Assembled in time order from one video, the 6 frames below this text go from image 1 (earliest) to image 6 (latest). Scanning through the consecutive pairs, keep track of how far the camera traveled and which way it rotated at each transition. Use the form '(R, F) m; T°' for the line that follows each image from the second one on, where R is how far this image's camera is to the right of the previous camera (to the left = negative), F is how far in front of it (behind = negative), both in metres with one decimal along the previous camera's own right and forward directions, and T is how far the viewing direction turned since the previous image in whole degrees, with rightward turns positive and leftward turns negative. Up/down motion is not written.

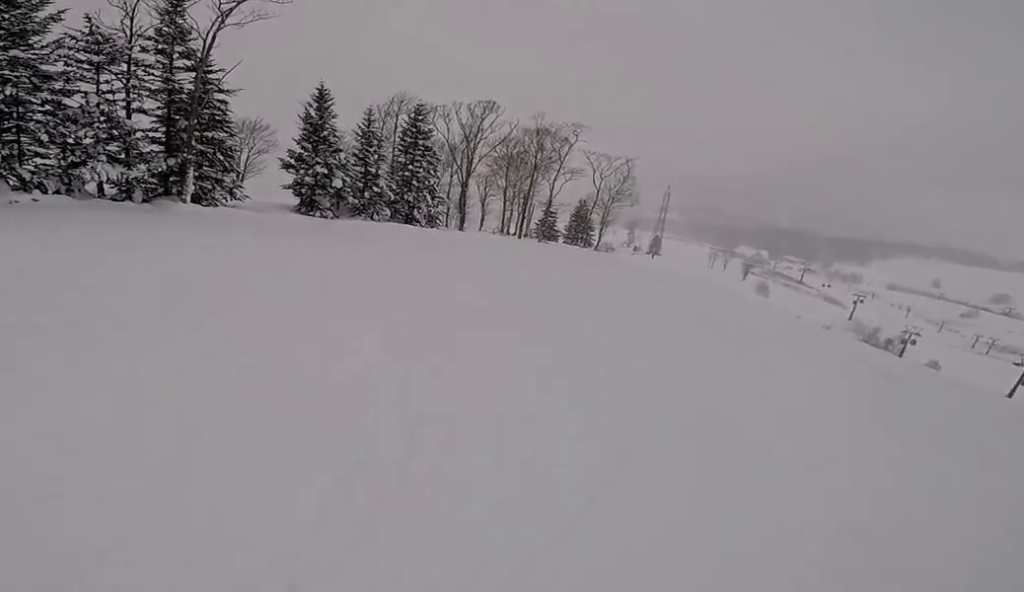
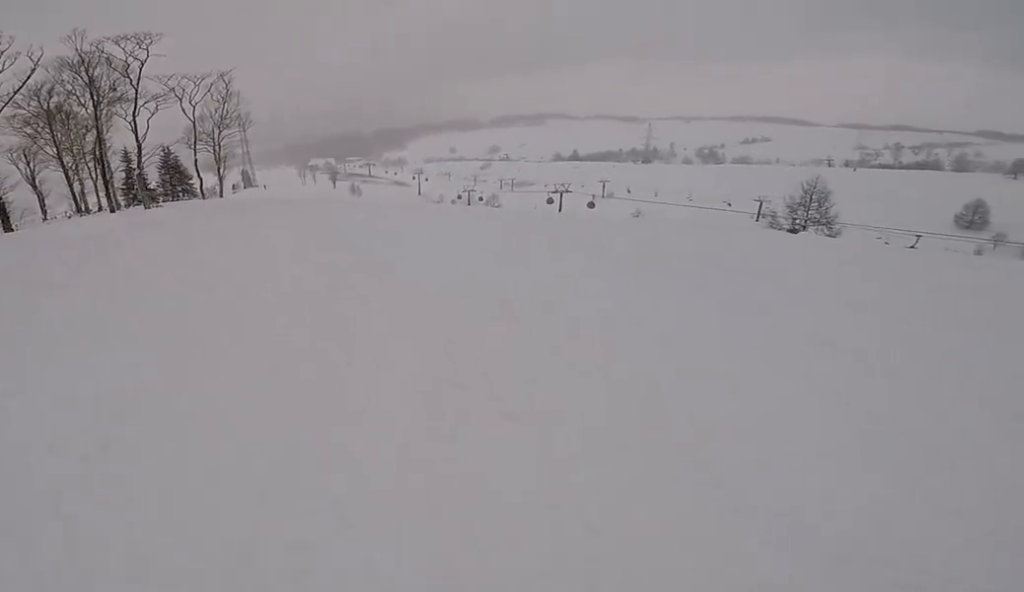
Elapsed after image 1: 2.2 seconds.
(+3.7, +14.6) m; +19°
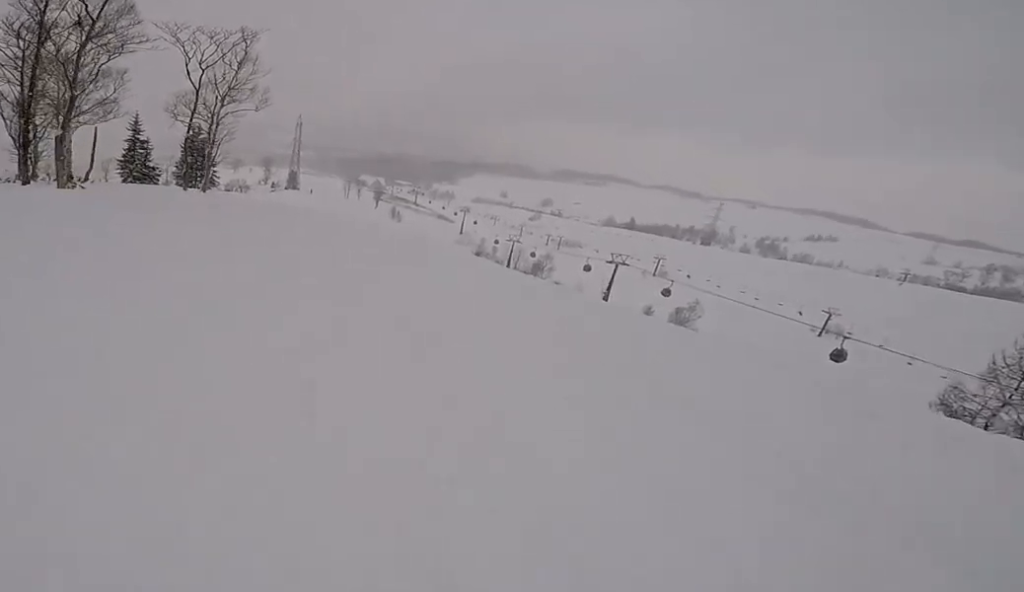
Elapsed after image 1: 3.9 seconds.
(-0.7, +11.4) m; -10°
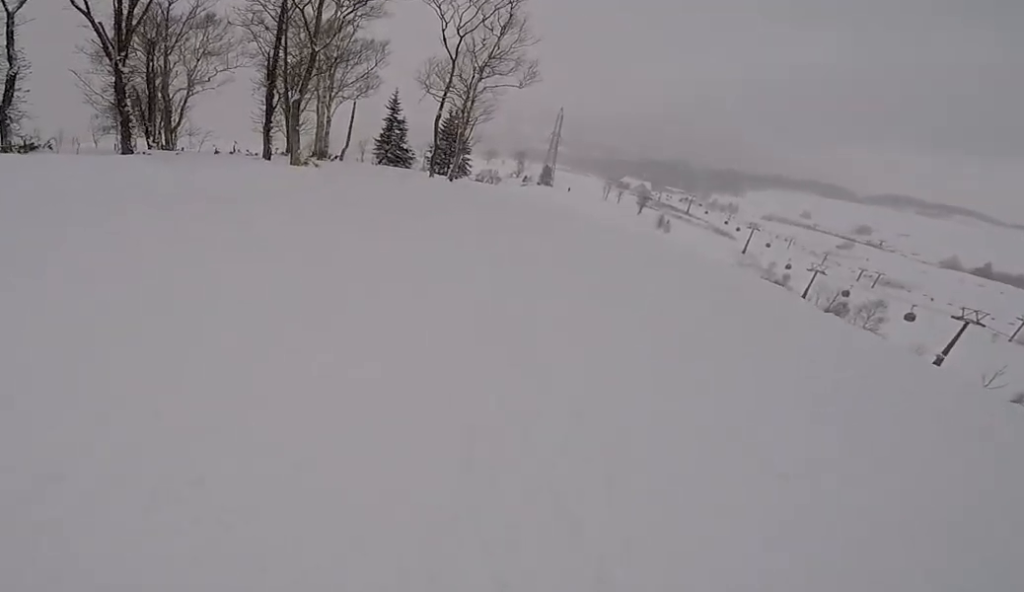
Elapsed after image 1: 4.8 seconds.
(-0.6, +5.2) m; +3°
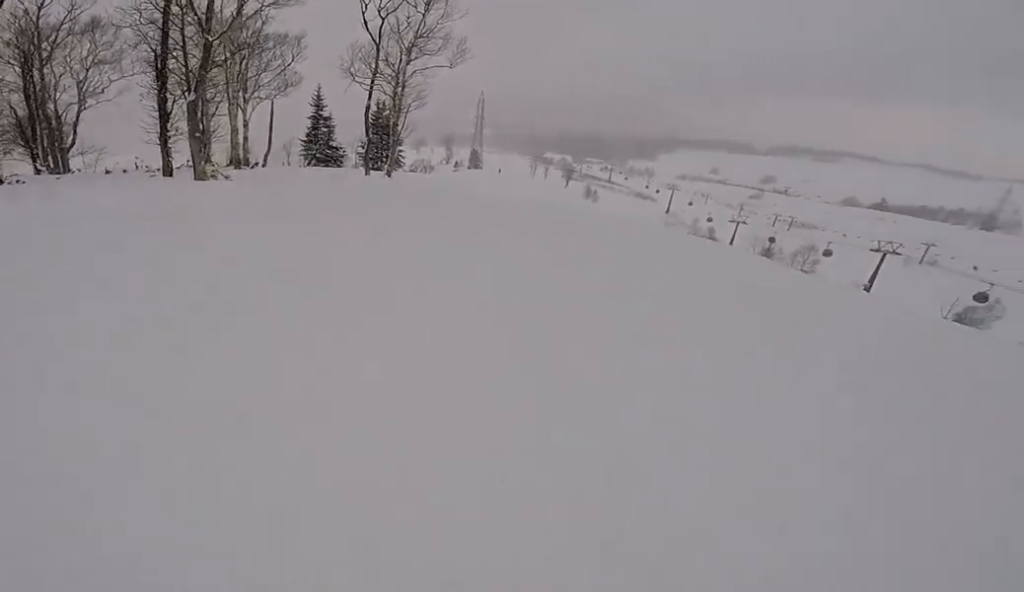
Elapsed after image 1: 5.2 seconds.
(+0.3, +2.7) m; +9°
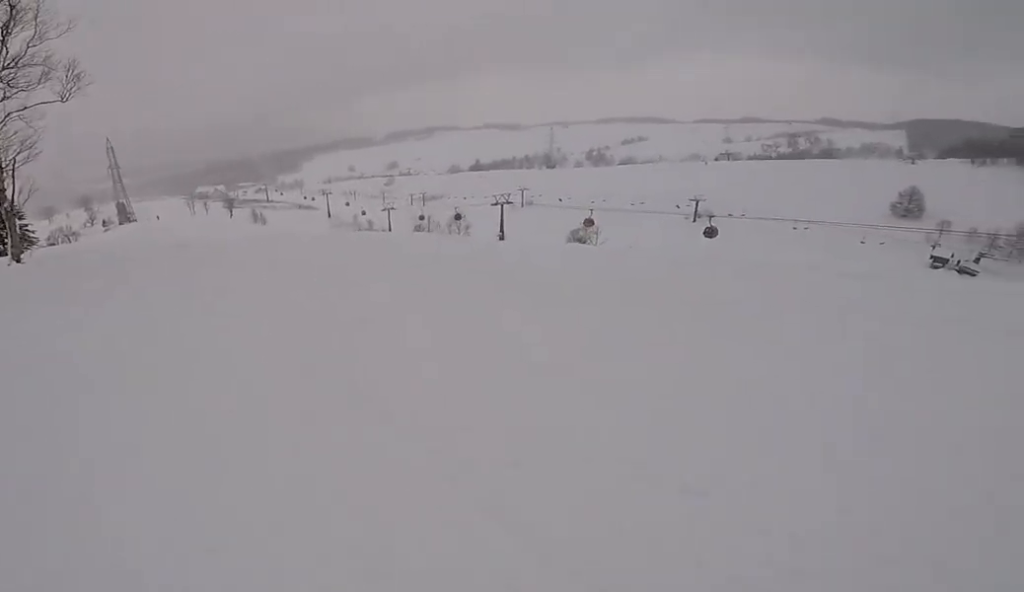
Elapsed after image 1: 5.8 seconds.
(+0.4, +3.9) m; +10°
